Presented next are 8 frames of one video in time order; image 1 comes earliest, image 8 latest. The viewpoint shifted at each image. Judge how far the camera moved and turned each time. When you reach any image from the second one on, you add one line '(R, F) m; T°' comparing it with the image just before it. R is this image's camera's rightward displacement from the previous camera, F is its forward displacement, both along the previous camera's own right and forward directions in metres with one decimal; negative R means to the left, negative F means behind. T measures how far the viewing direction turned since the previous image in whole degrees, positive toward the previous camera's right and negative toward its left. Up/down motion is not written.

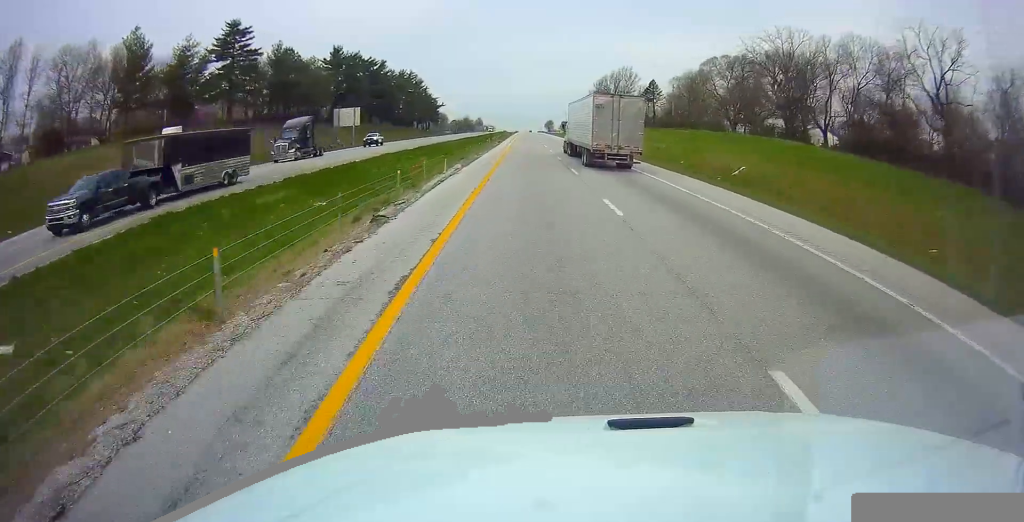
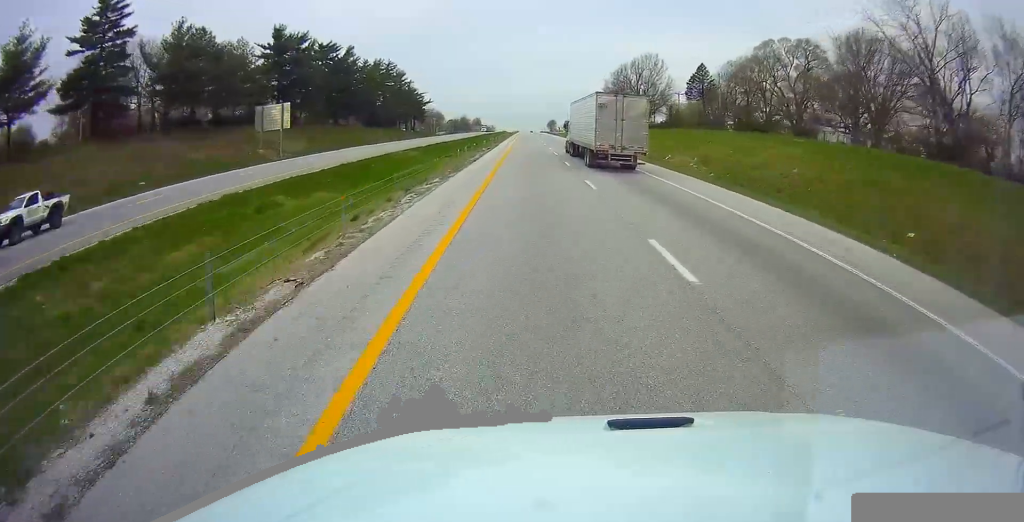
(0.0, +30.3) m; 0°
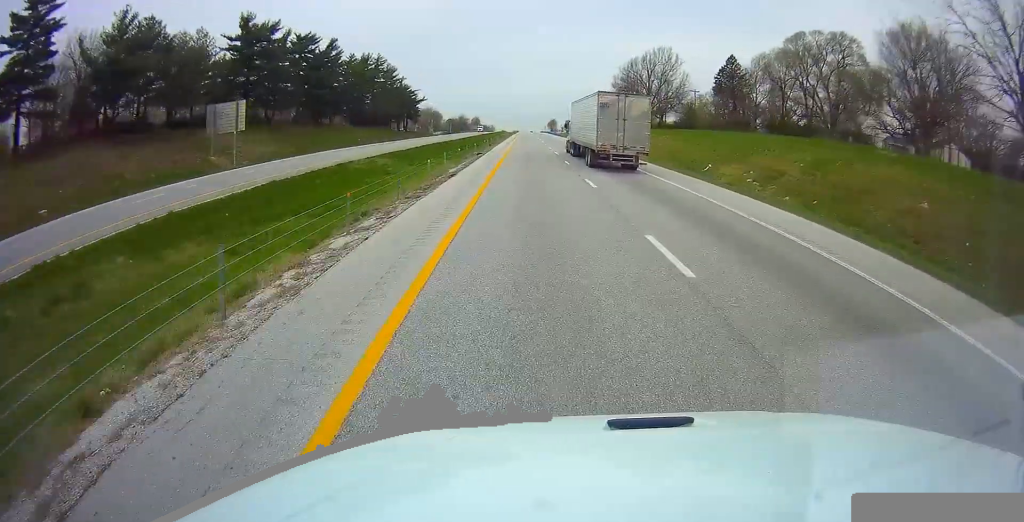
(0.0, +11.8) m; 0°
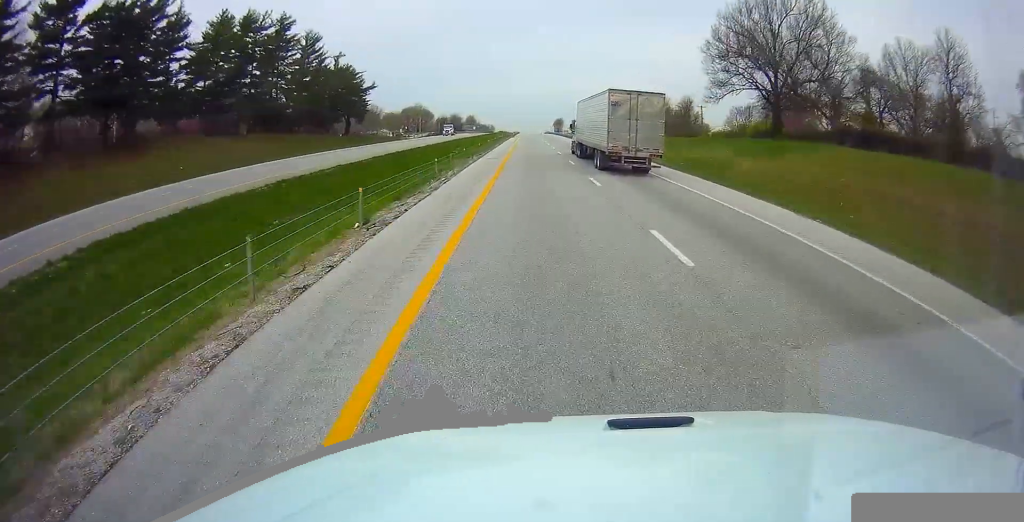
(0.0, +60.1) m; 0°
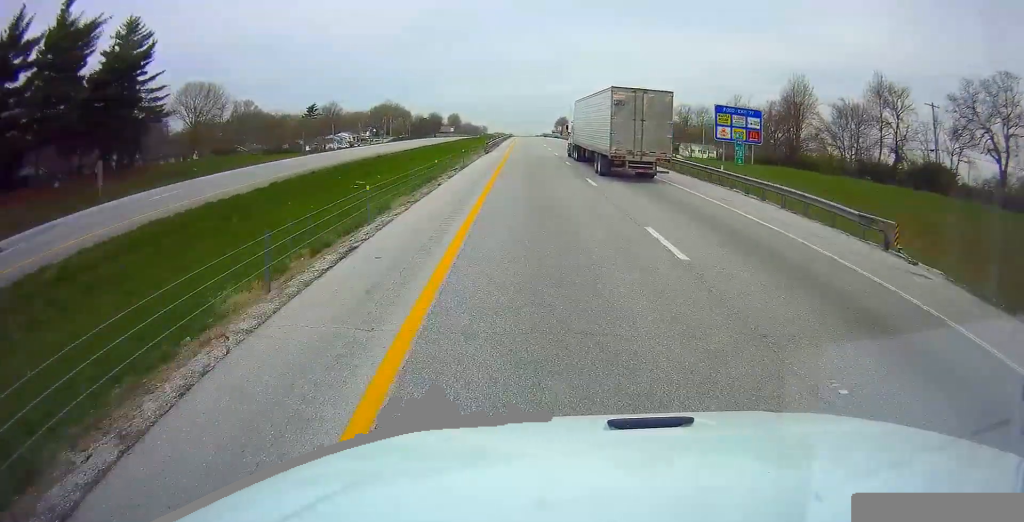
(+0.3, +72.5) m; 0°
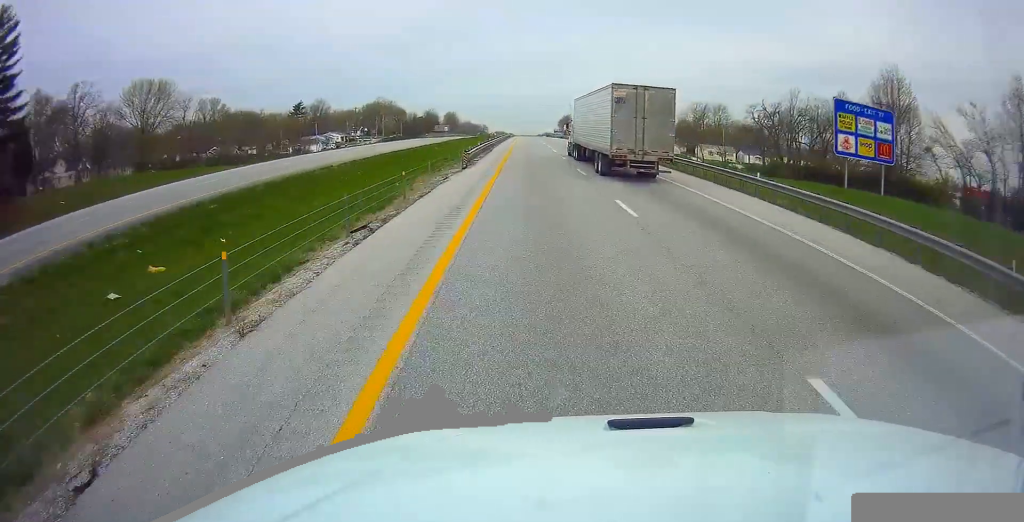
(+0.1, +20.0) m; 0°
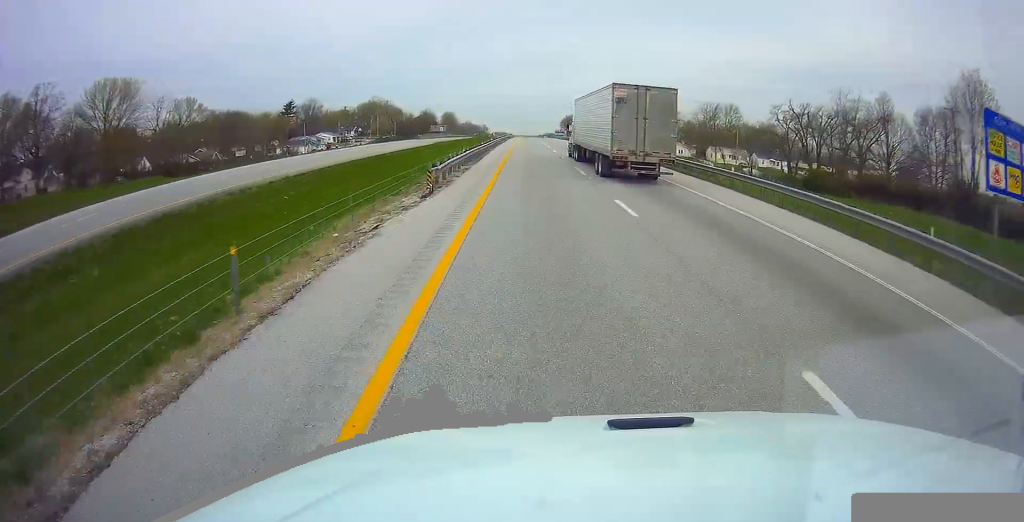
(-0.1, +12.0) m; 0°
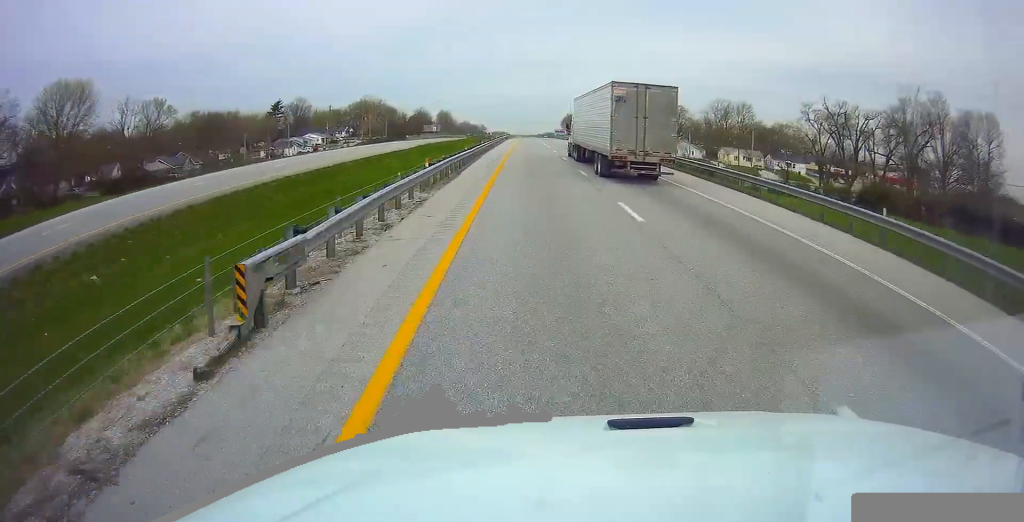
(0.0, +13.0) m; 0°
